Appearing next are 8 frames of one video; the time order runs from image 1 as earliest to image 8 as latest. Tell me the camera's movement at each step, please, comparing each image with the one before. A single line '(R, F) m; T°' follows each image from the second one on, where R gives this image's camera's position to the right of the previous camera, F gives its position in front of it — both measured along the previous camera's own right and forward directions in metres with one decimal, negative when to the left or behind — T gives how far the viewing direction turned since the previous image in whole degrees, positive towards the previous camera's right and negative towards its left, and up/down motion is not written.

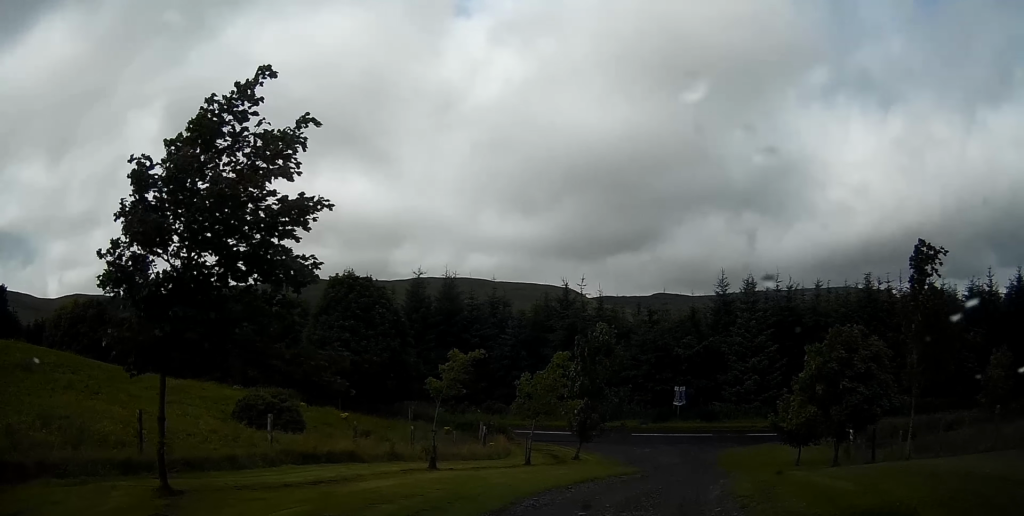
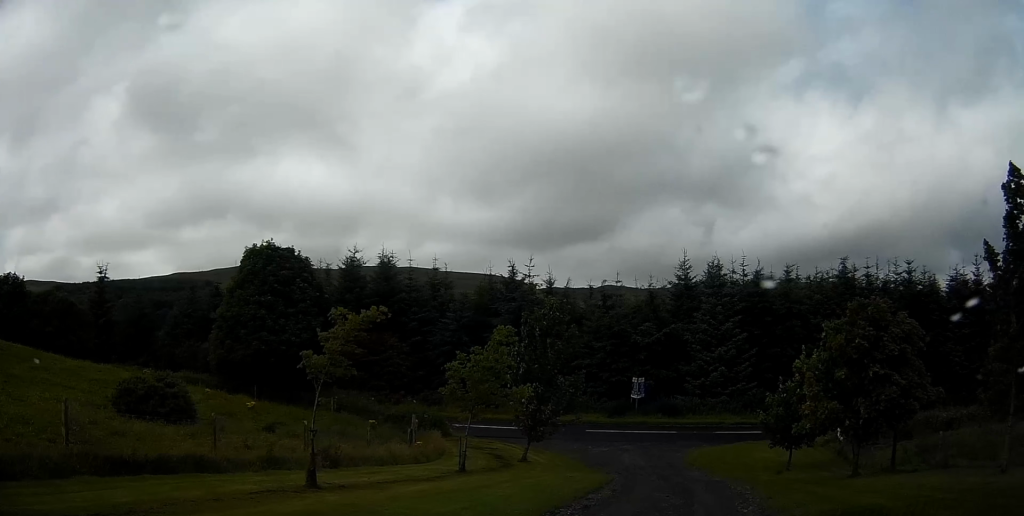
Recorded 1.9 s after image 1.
(0.0, +5.3) m; +3°
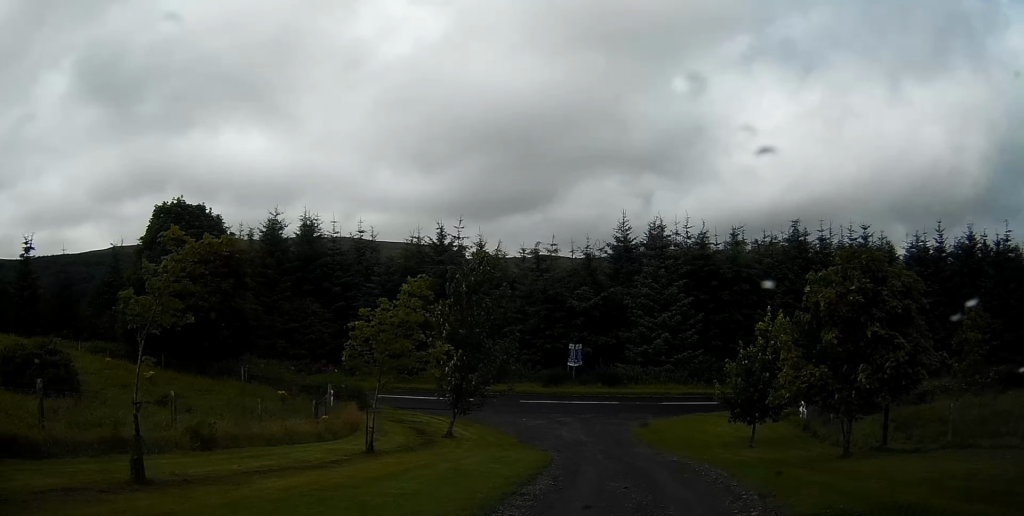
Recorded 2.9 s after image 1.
(+0.1, +3.3) m; +2°
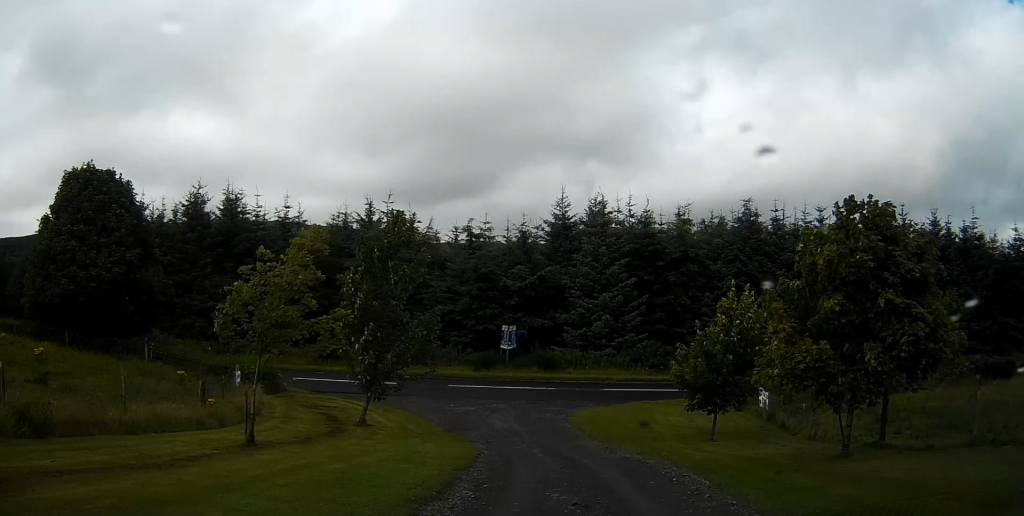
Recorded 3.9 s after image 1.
(0.0, +3.4) m; +4°
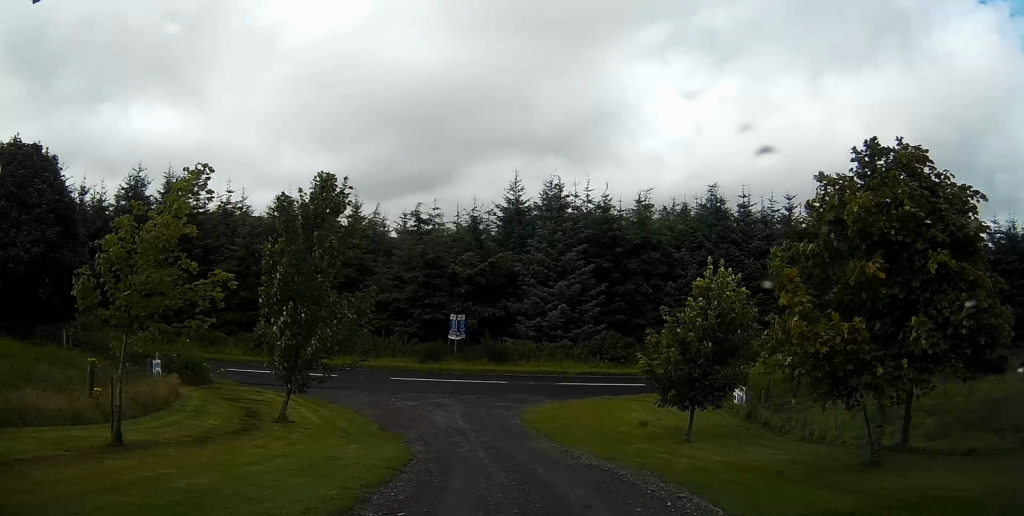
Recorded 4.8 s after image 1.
(+0.1, +3.1) m; +4°
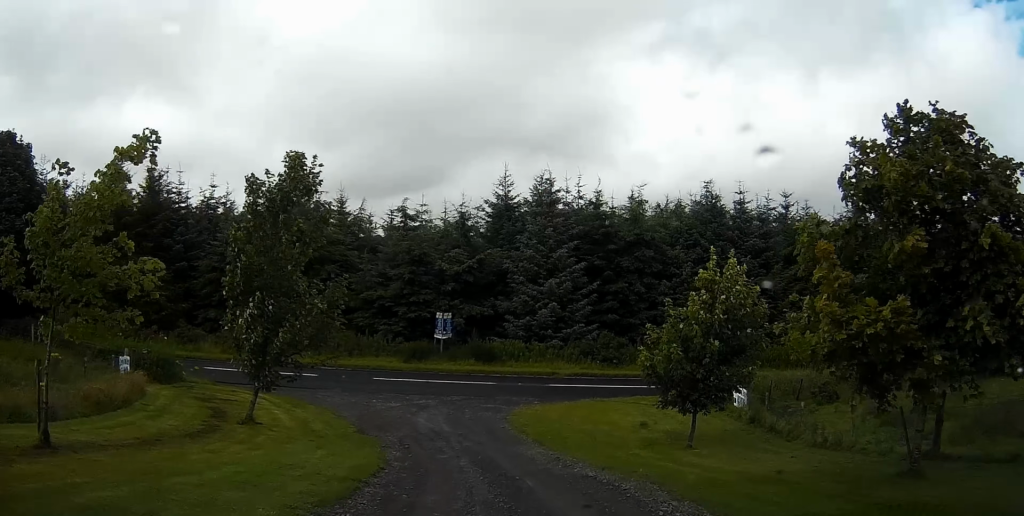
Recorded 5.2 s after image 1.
(+0.1, +1.5) m; +2°
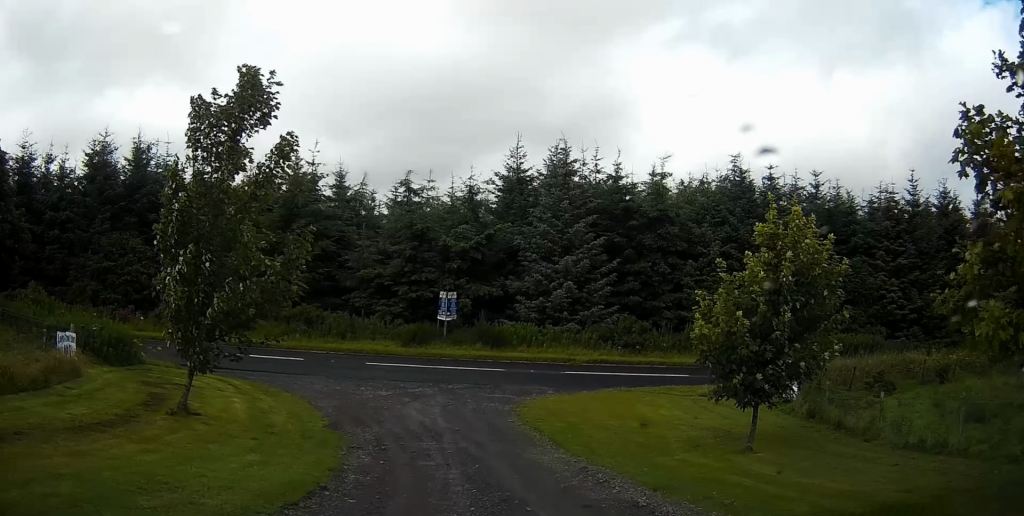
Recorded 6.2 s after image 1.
(0.0, +3.8) m; 0°
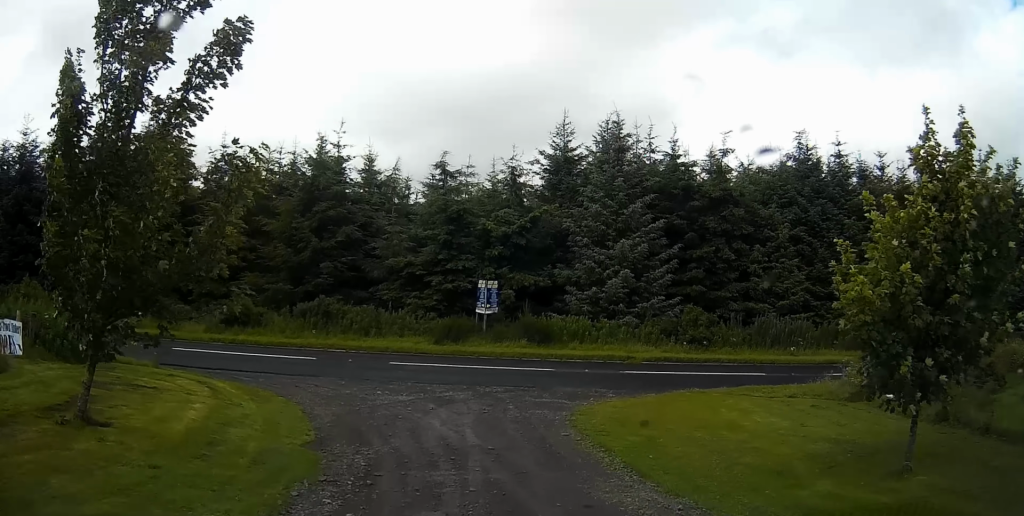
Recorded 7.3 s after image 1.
(0.0, +4.7) m; -1°
